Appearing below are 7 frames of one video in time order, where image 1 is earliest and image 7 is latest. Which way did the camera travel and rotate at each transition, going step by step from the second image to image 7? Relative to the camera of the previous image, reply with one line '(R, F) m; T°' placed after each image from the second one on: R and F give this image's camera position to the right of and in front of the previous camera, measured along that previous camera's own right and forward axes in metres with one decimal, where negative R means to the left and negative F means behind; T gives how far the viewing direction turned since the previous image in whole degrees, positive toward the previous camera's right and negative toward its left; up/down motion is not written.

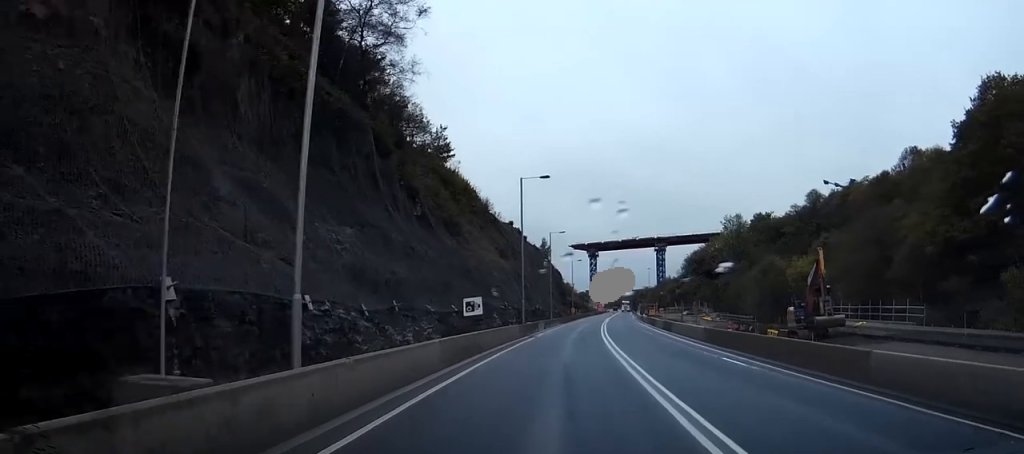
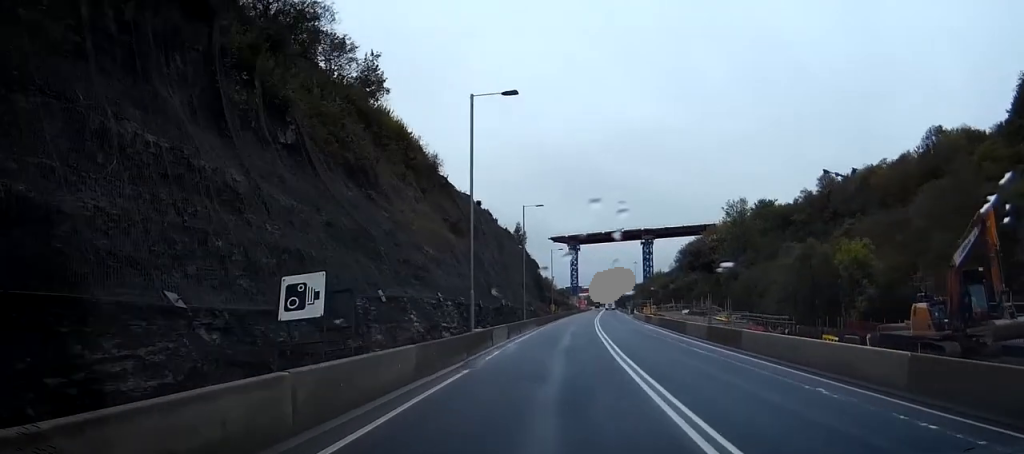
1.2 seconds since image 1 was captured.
(+0.4, +19.6) m; +2°
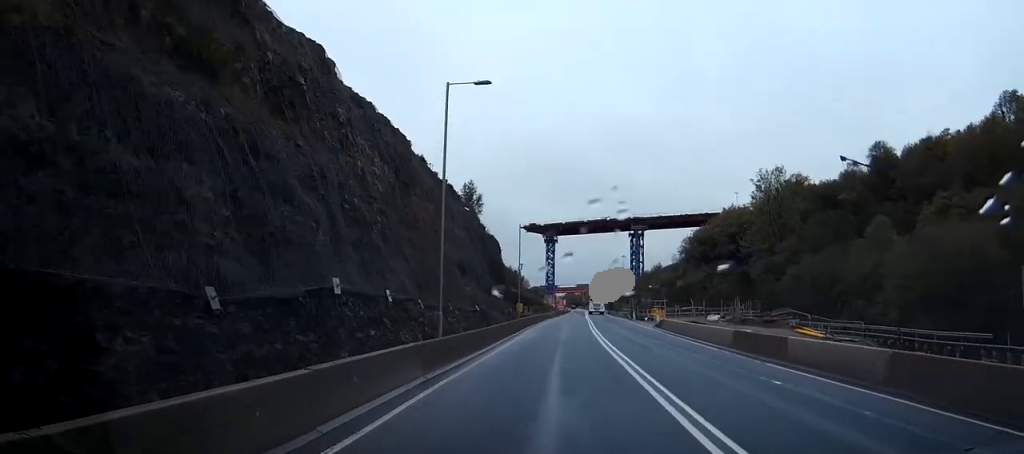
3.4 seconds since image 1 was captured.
(+1.0, +34.3) m; +2°
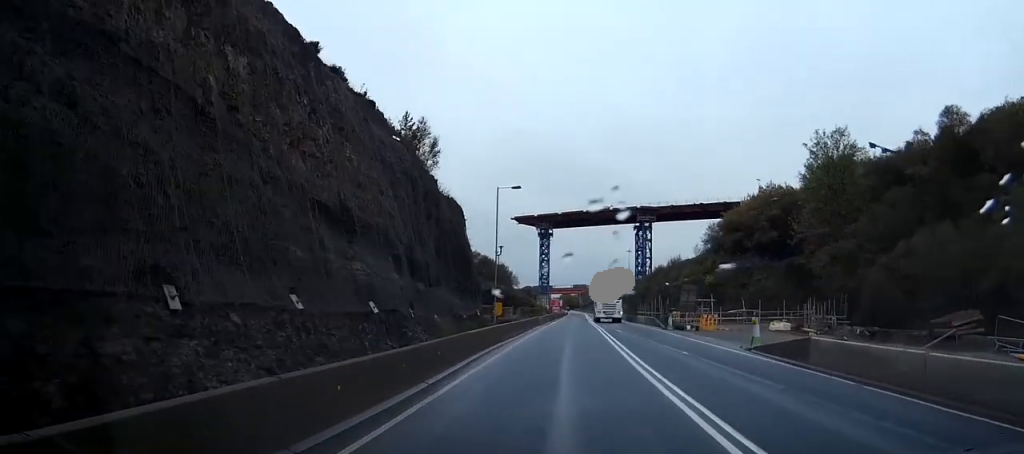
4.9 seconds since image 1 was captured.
(0.0, +24.6) m; 0°
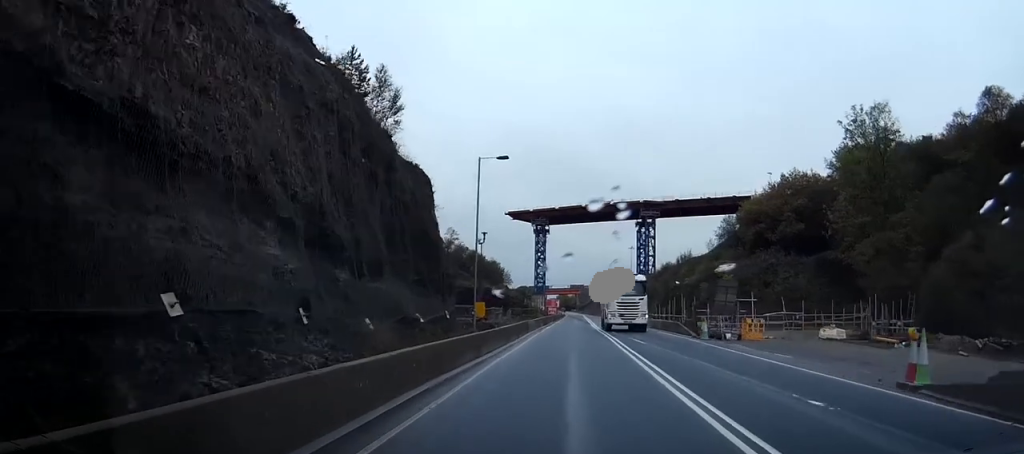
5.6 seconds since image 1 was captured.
(-0.1, +11.4) m; -1°
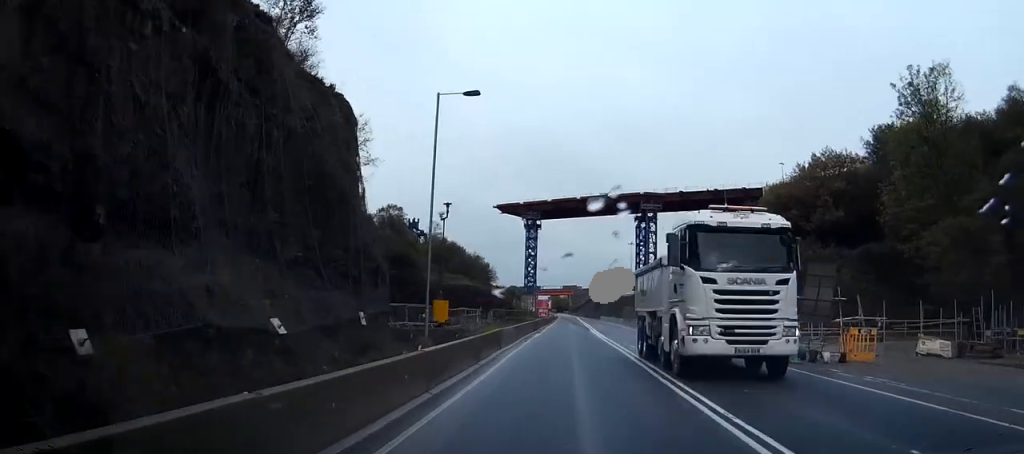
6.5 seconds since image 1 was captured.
(-0.2, +13.8) m; -1°
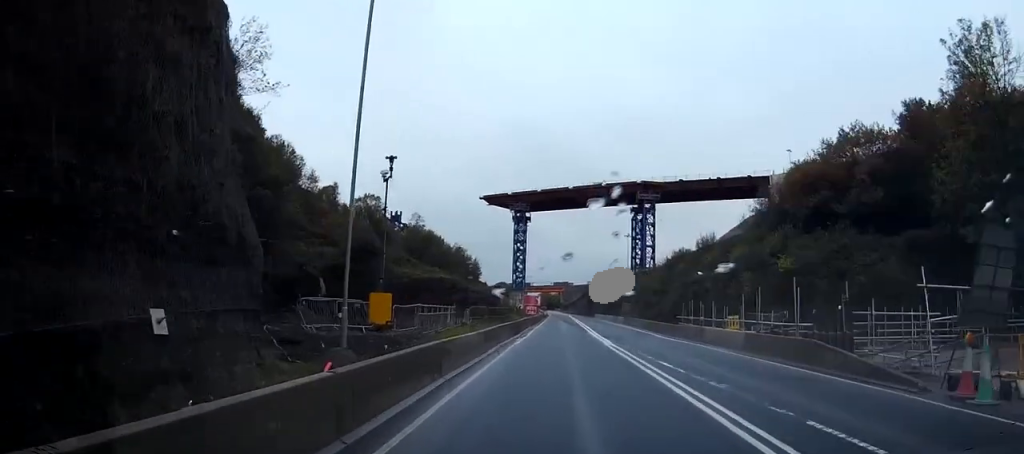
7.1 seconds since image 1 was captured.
(-0.2, +10.8) m; 0°
